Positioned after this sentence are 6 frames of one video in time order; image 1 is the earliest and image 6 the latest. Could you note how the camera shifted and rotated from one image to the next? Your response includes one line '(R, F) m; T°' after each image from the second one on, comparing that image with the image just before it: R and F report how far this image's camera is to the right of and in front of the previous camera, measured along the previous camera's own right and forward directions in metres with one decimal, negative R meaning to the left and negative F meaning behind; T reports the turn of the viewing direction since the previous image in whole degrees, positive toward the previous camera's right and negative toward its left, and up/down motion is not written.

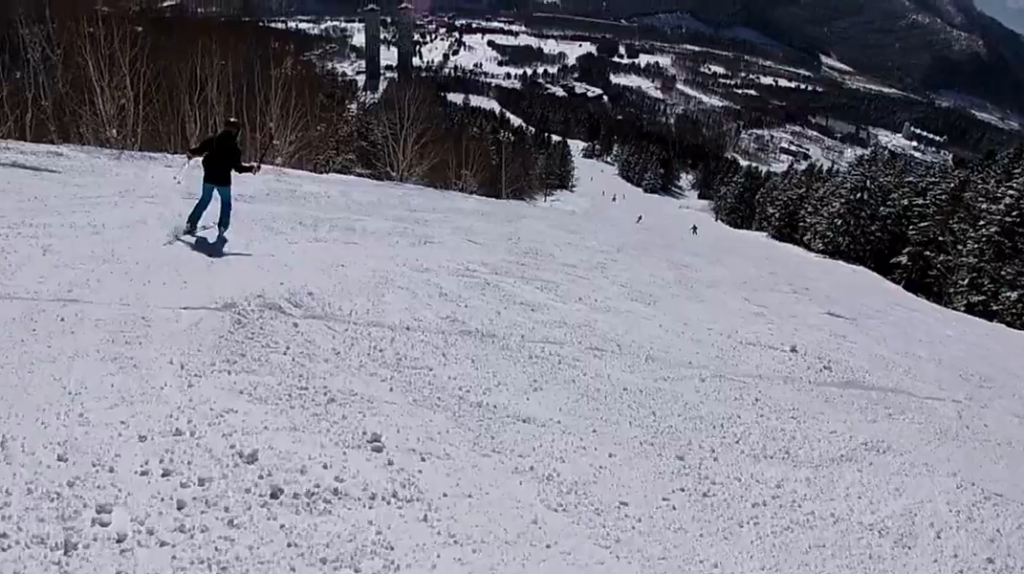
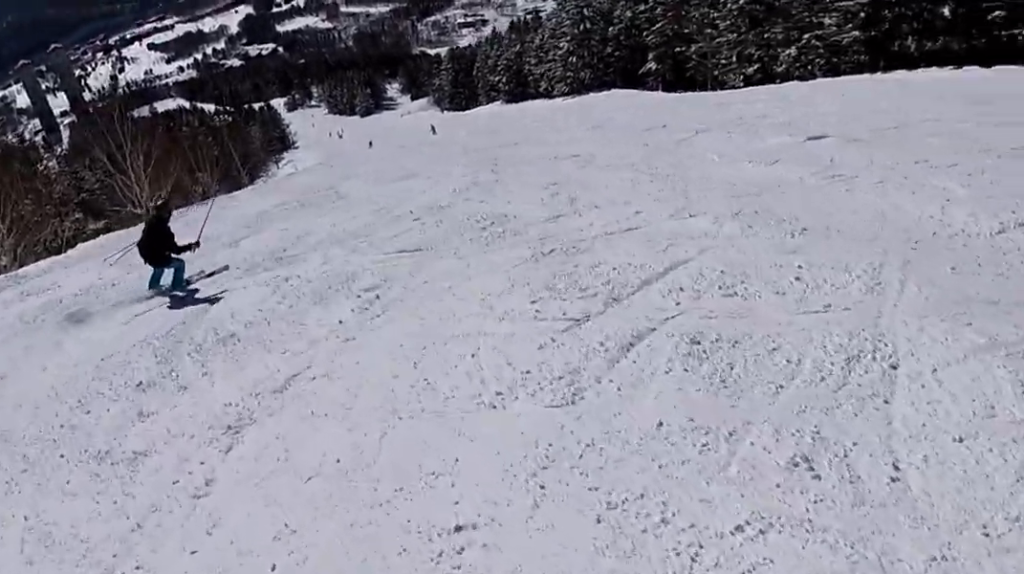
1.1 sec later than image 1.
(+0.6, +5.7) m; +27°
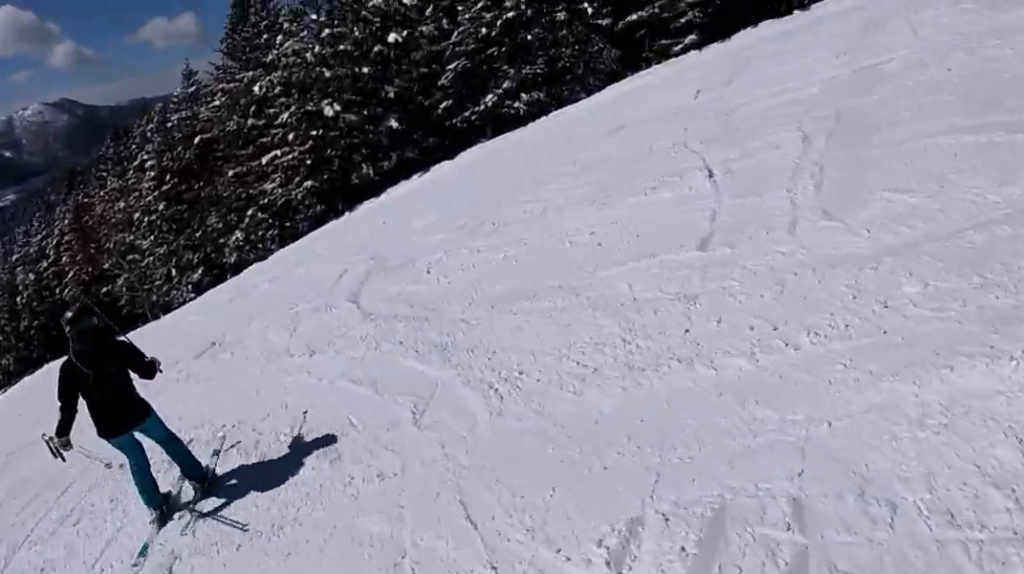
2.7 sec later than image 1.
(+4.6, +8.5) m; +40°
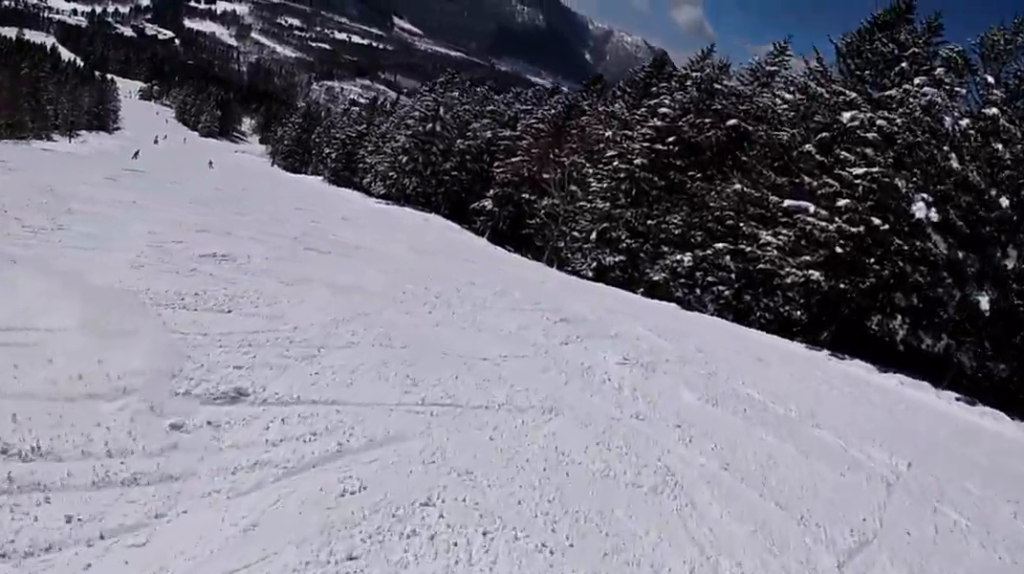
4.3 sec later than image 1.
(-1.7, +9.6) m; -46°
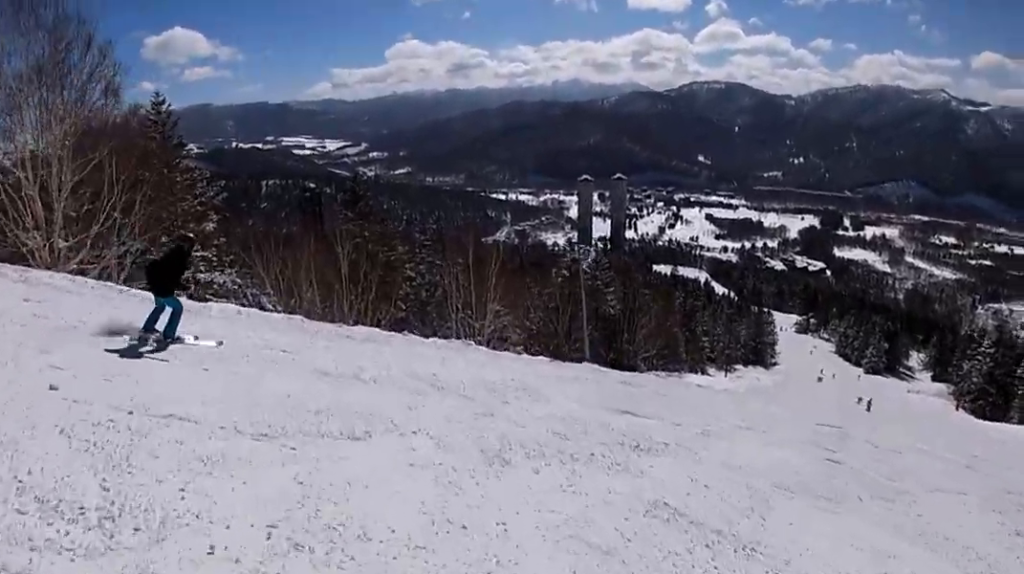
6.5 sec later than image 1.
(-8.7, +10.0) m; -38°
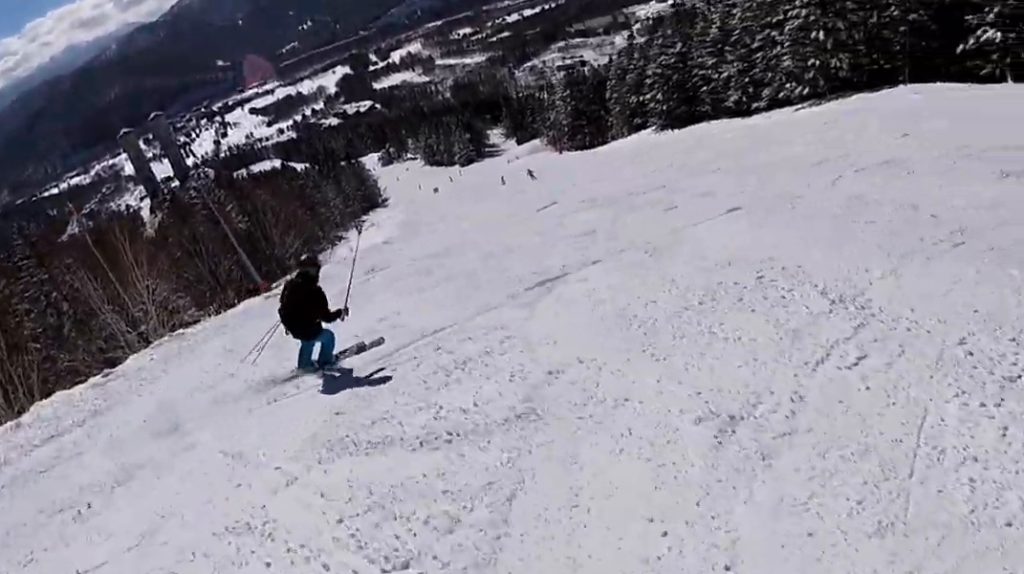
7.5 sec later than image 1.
(+1.8, +6.4) m; +54°
